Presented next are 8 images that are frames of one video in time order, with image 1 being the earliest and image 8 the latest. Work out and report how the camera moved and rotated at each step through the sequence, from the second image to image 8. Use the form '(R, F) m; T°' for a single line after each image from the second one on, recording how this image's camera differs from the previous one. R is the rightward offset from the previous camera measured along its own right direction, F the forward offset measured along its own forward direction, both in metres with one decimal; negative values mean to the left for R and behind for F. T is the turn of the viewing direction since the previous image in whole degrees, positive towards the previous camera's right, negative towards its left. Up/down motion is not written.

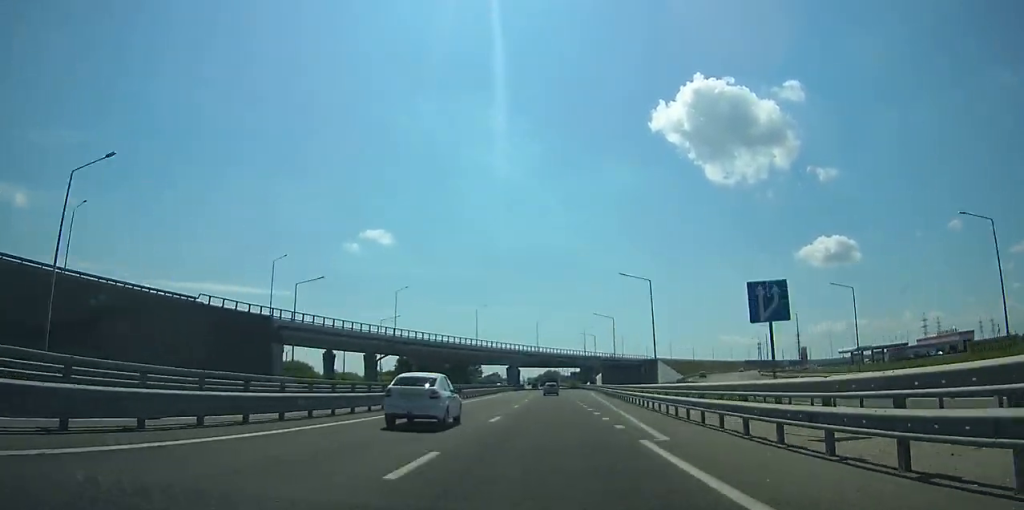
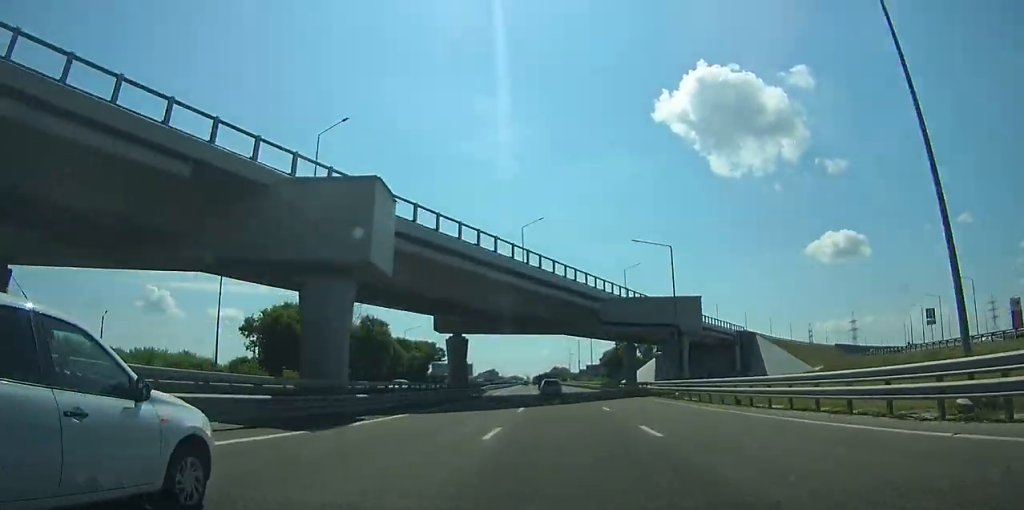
(-0.2, +96.8) m; -1°
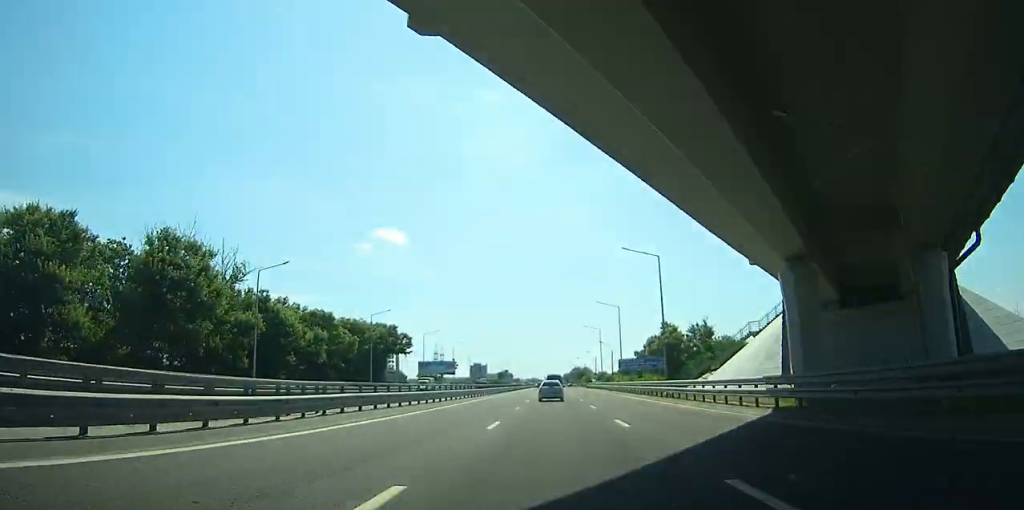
(-0.5, +56.3) m; -1°
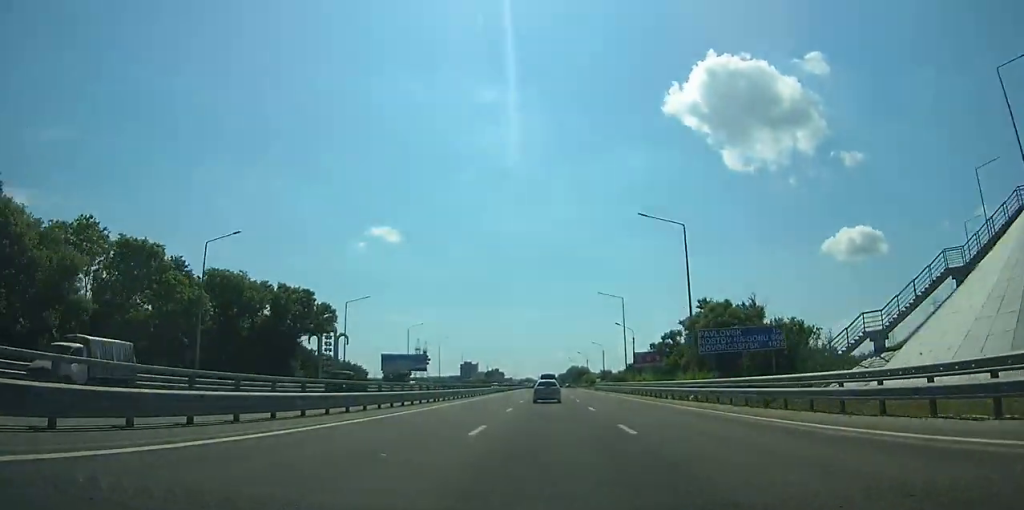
(-0.2, +38.6) m; -1°
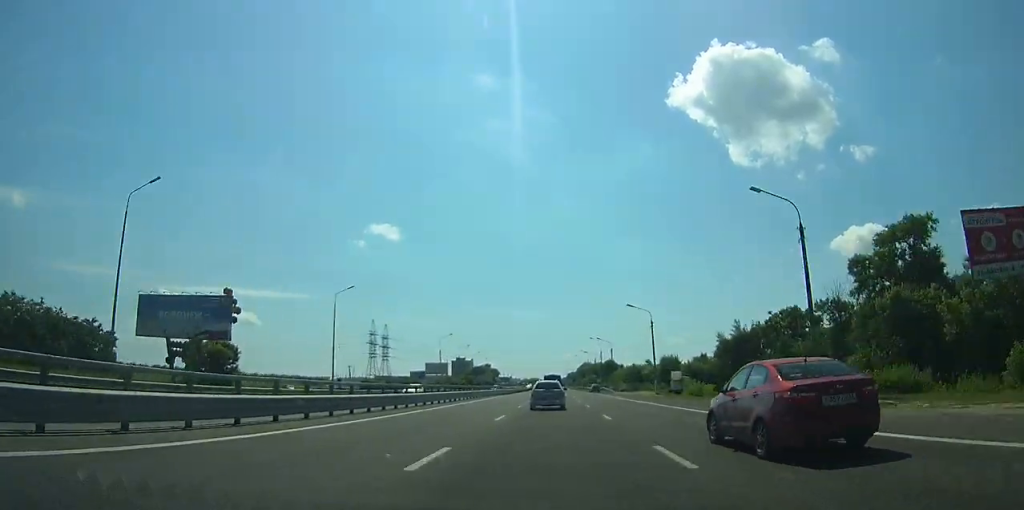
(-1.0, +105.9) m; -1°
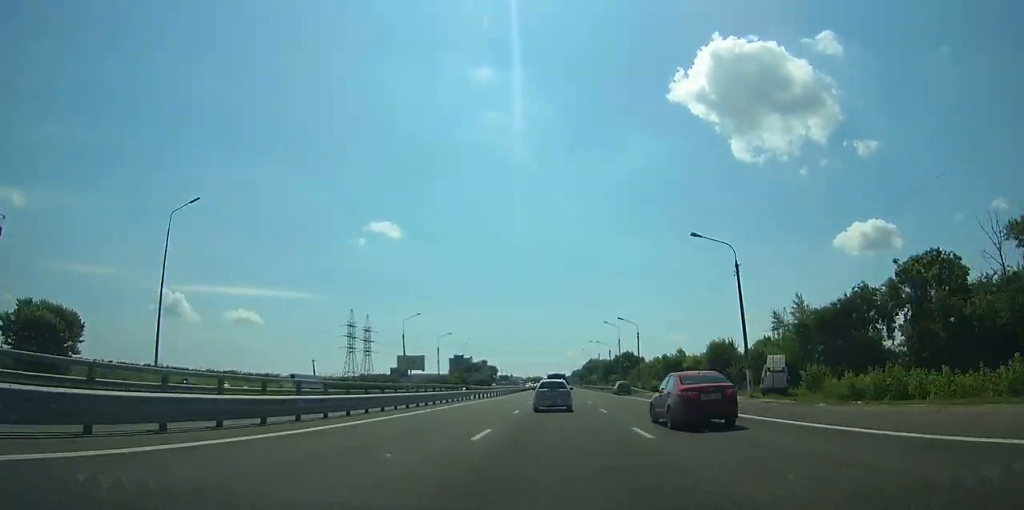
(-0.1, +32.9) m; 0°
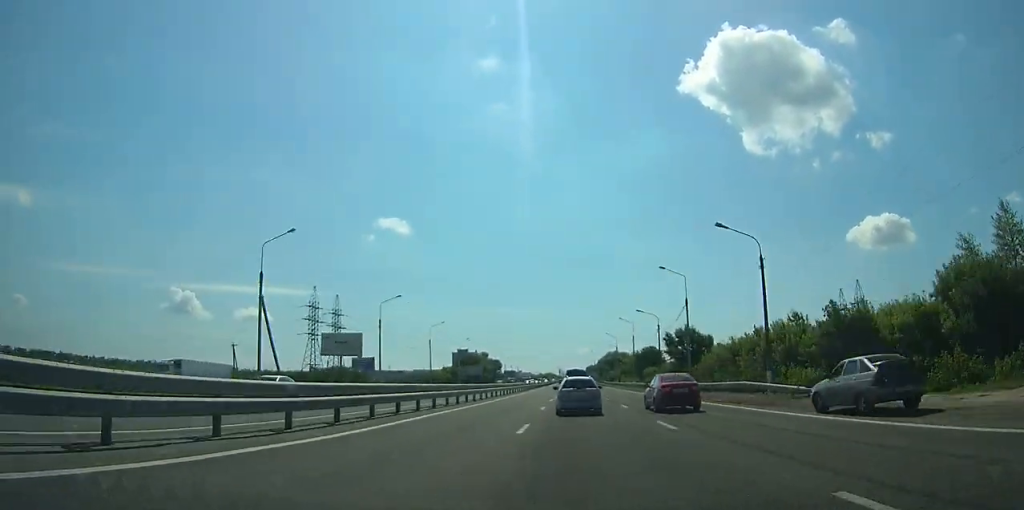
(-0.2, +46.0) m; 0°
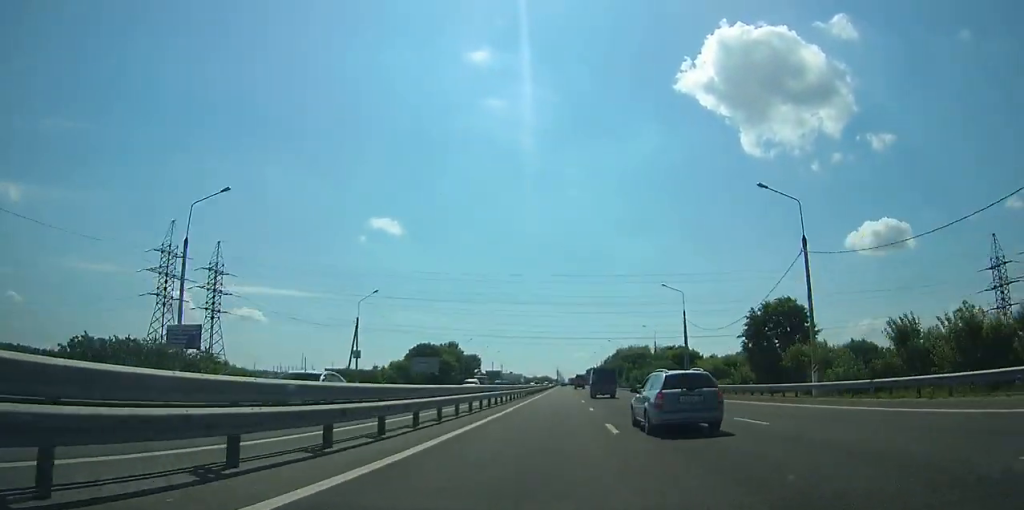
(-0.2, +69.4) m; 0°
